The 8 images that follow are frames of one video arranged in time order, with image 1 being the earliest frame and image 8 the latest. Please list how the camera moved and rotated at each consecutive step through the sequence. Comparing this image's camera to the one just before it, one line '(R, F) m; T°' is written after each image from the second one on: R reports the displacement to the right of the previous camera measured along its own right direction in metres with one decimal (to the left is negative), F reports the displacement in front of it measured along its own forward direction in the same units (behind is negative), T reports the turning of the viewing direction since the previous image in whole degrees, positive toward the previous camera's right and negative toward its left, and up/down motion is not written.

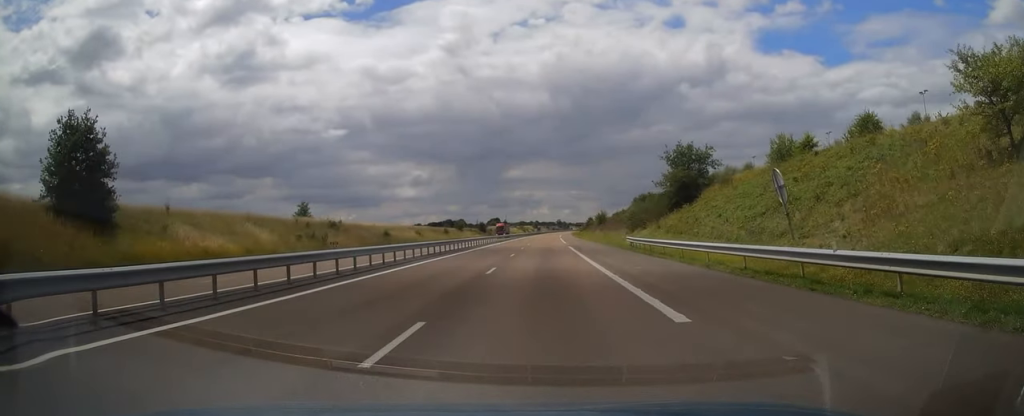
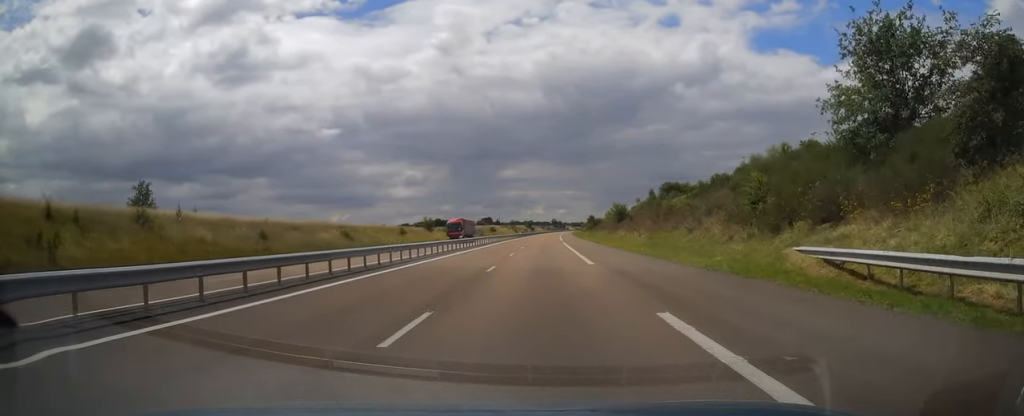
(+0.2, +38.3) m; +1°
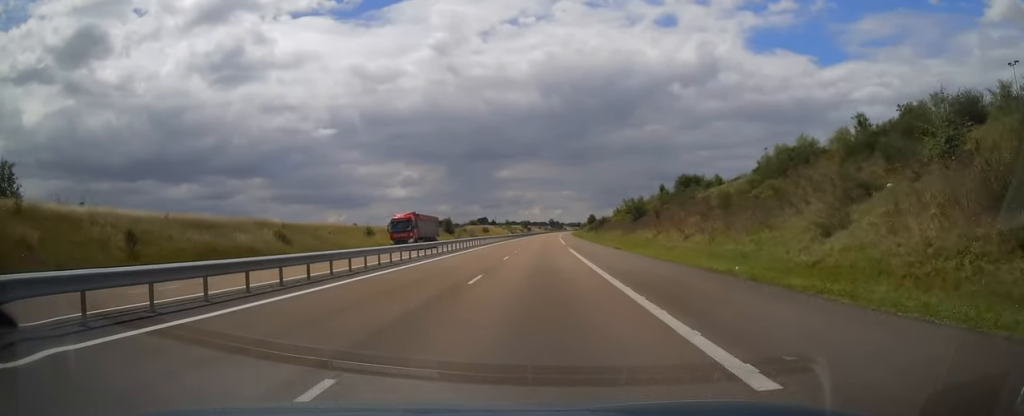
(+0.1, +17.7) m; 0°
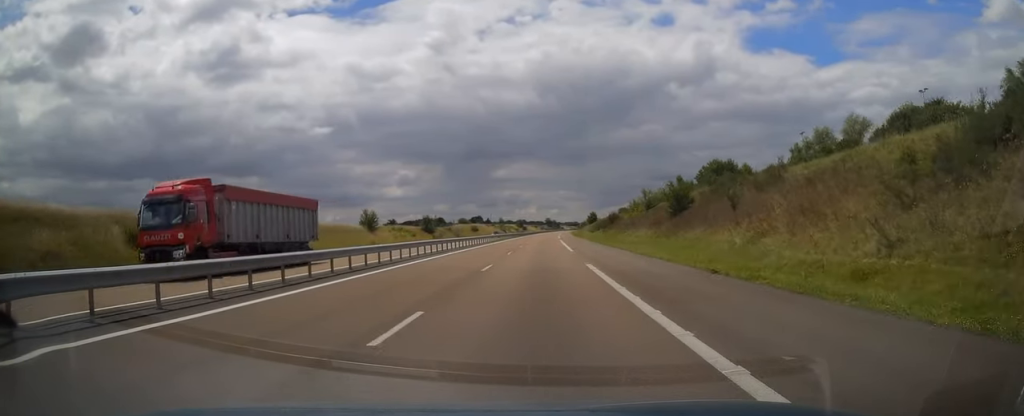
(+0.1, +21.6) m; 0°
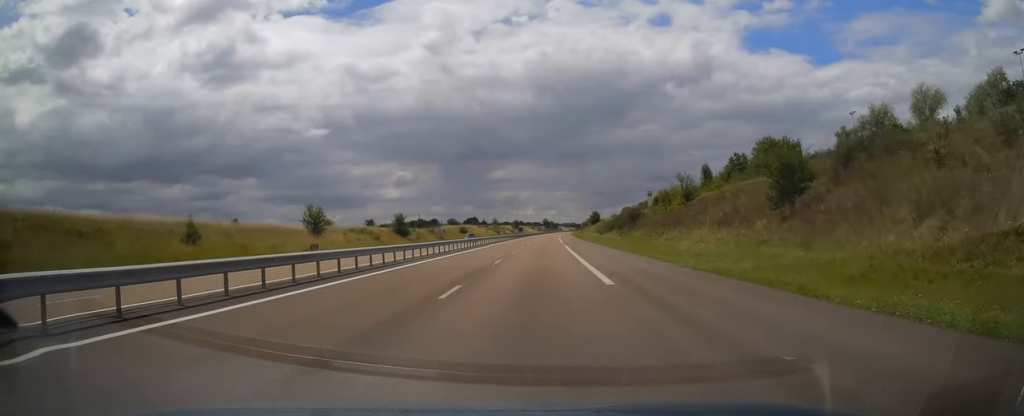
(0.0, +21.2) m; 0°
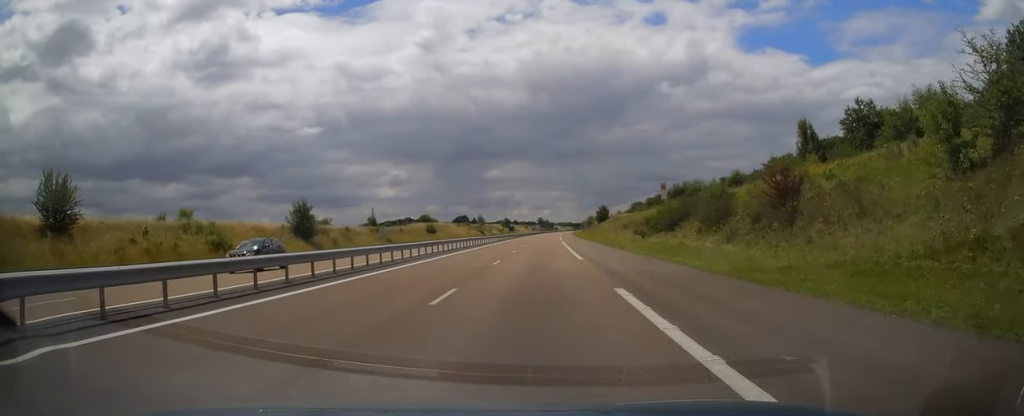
(0.0, +40.4) m; +1°
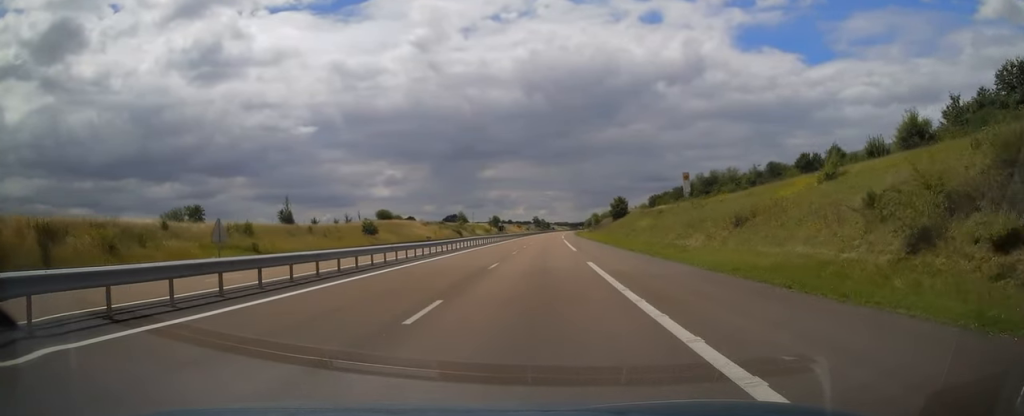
(+0.3, +41.8) m; +1°
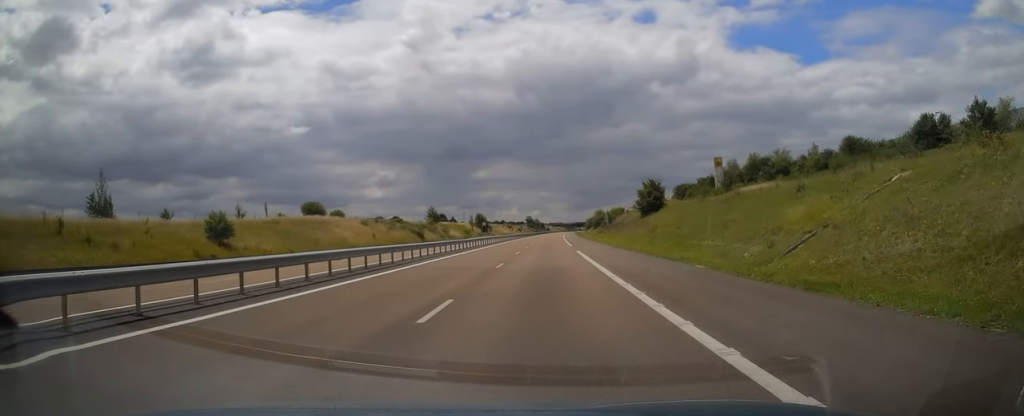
(+0.2, +39.4) m; 0°
